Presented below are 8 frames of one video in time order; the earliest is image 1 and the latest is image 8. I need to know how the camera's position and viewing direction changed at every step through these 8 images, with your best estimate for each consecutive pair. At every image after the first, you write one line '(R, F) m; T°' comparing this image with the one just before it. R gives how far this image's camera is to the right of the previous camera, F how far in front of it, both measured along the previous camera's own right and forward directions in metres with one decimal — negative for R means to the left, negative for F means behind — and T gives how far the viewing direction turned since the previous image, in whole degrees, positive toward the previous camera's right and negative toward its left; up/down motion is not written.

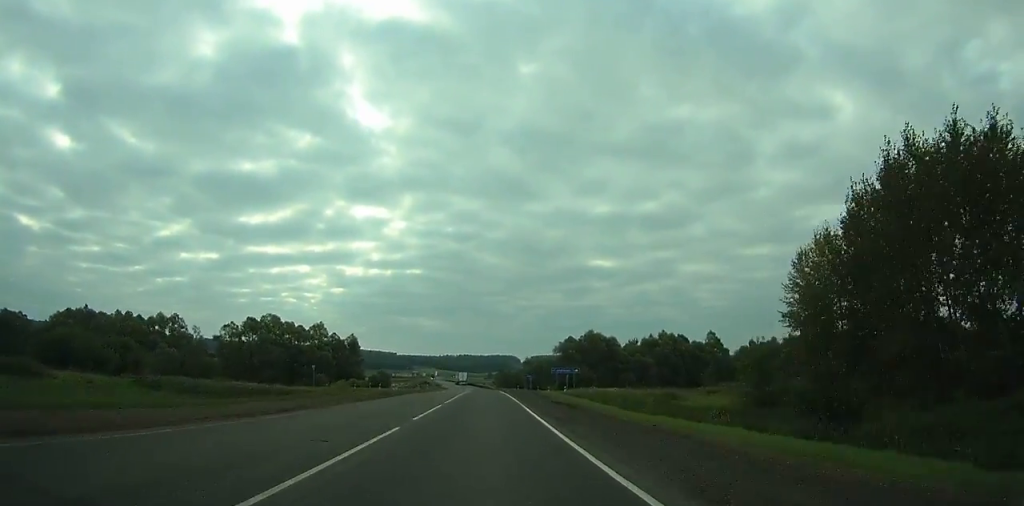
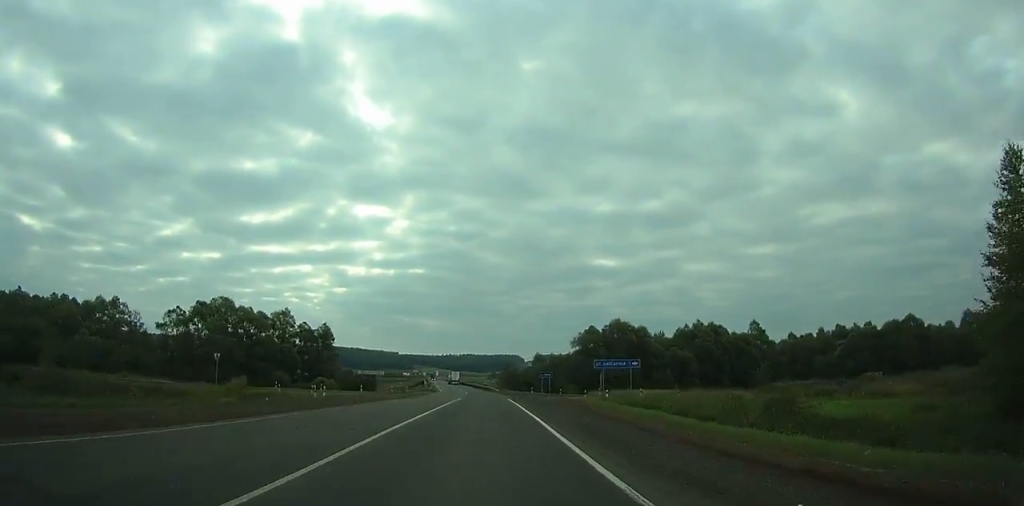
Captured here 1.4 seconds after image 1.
(-0.1, +28.4) m; 0°
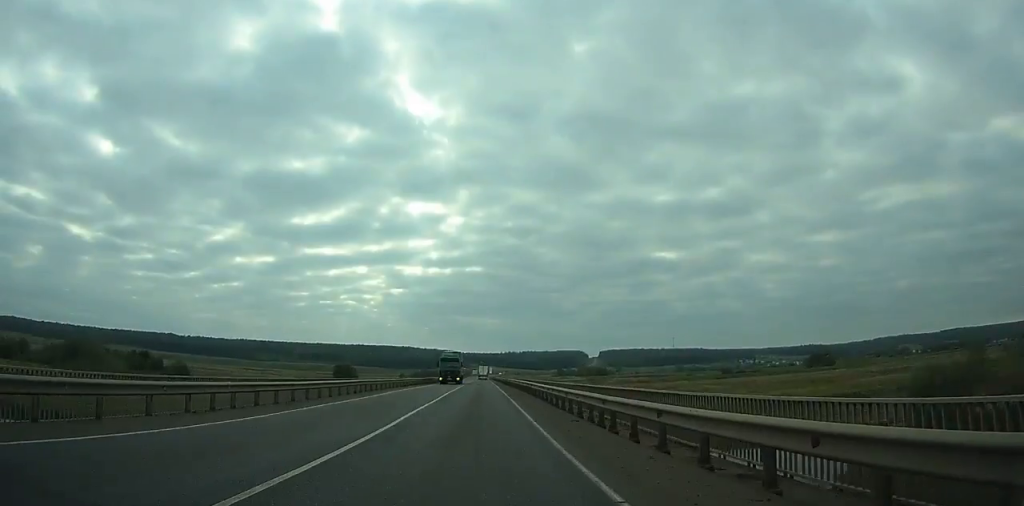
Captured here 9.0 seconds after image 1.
(-6.0, +147.6) m; -6°
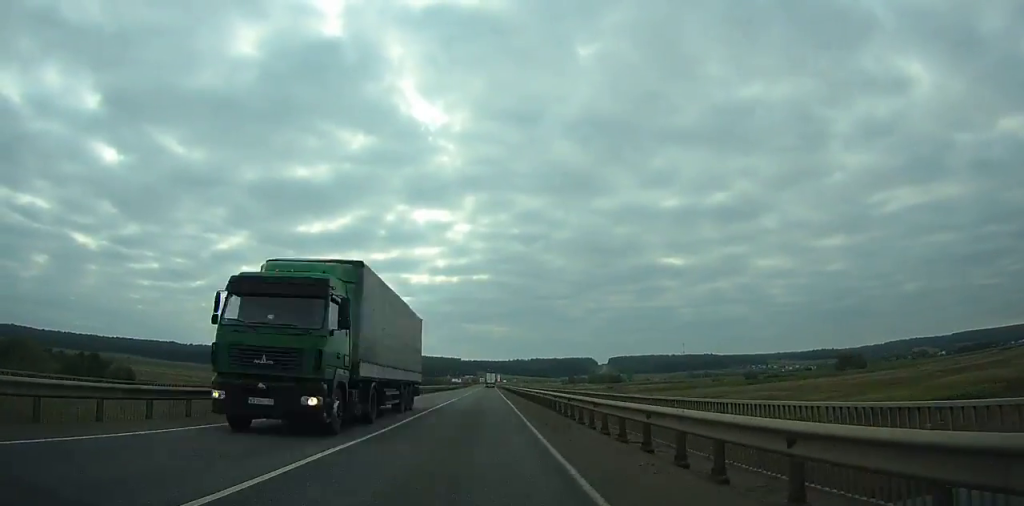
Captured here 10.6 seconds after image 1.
(-0.5, +30.2) m; -1°
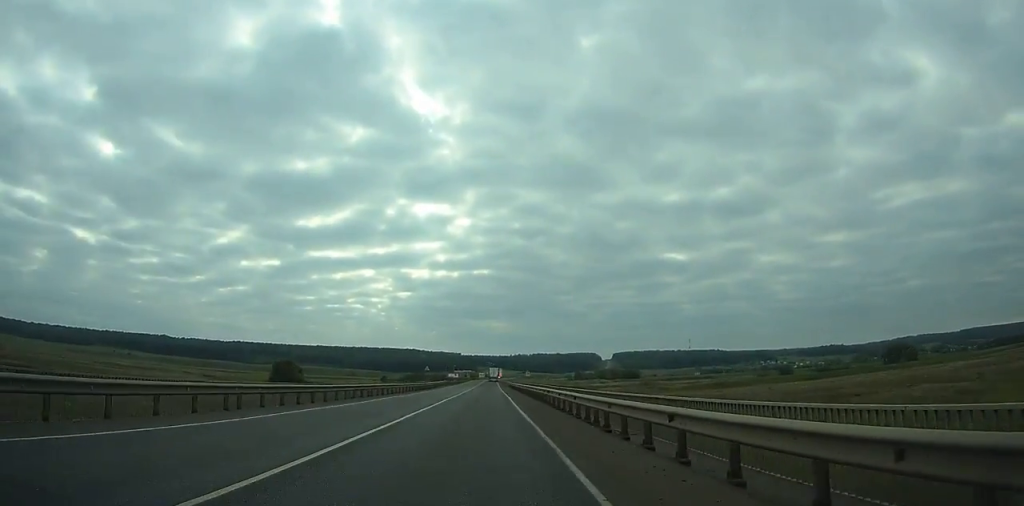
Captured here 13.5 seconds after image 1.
(+0.1, +53.8) m; 0°
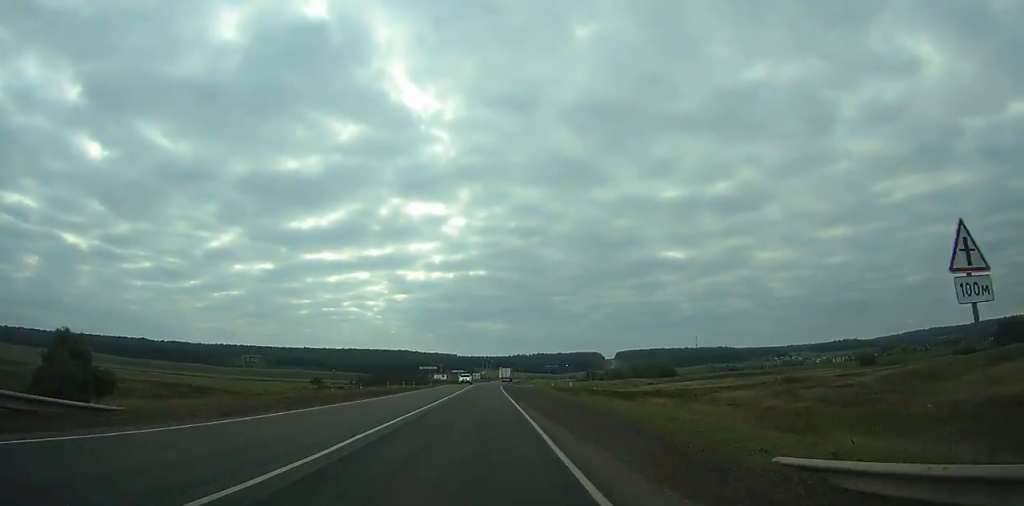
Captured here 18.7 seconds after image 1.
(+0.1, +95.1) m; 0°
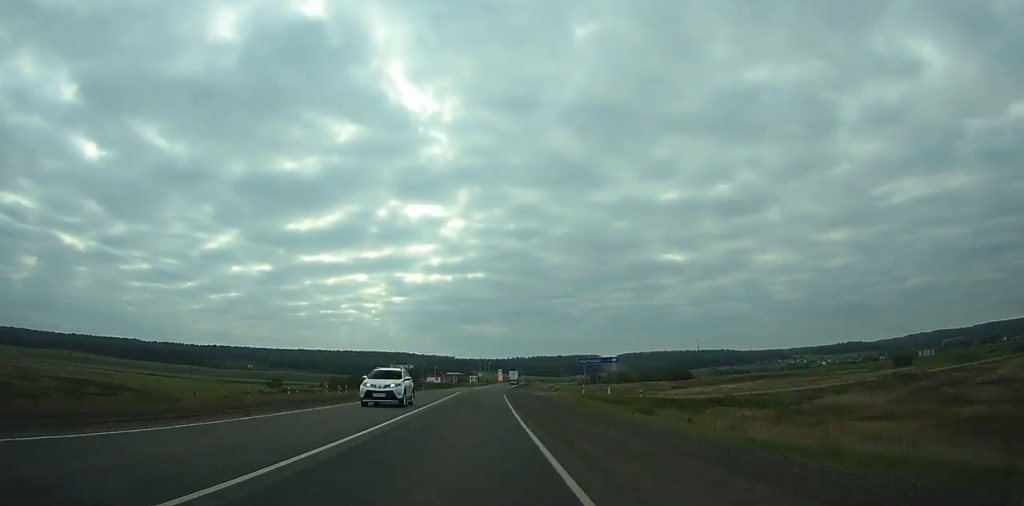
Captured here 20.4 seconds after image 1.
(0.0, +30.9) m; 0°
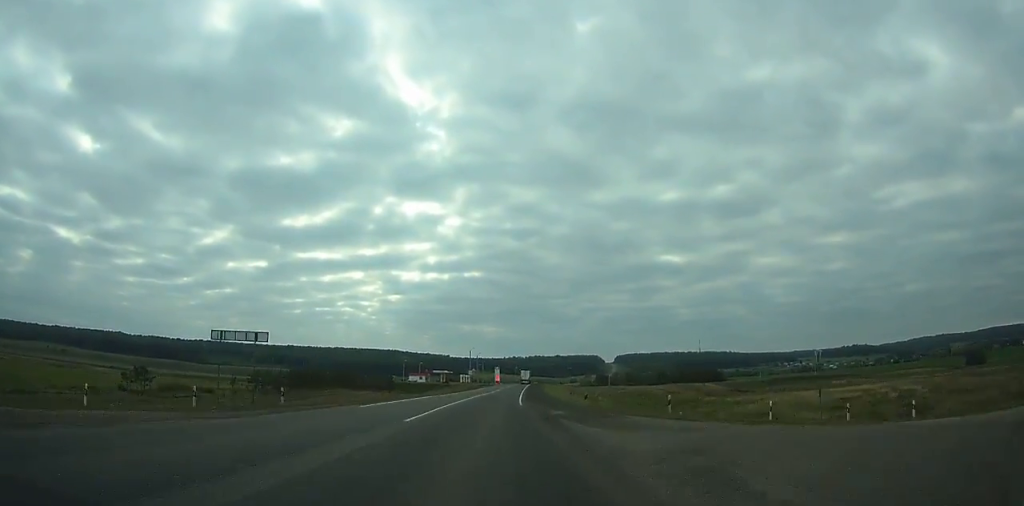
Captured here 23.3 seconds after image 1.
(-0.1, +52.7) m; 0°
